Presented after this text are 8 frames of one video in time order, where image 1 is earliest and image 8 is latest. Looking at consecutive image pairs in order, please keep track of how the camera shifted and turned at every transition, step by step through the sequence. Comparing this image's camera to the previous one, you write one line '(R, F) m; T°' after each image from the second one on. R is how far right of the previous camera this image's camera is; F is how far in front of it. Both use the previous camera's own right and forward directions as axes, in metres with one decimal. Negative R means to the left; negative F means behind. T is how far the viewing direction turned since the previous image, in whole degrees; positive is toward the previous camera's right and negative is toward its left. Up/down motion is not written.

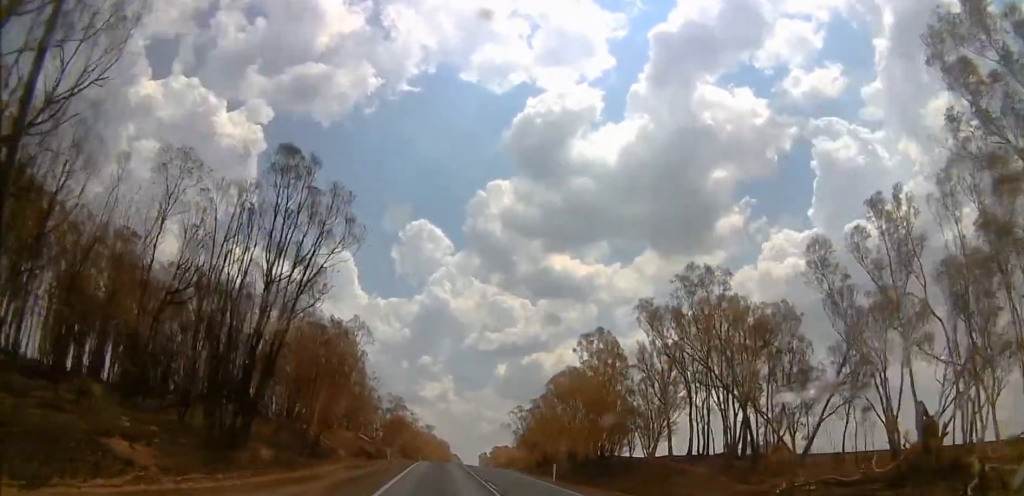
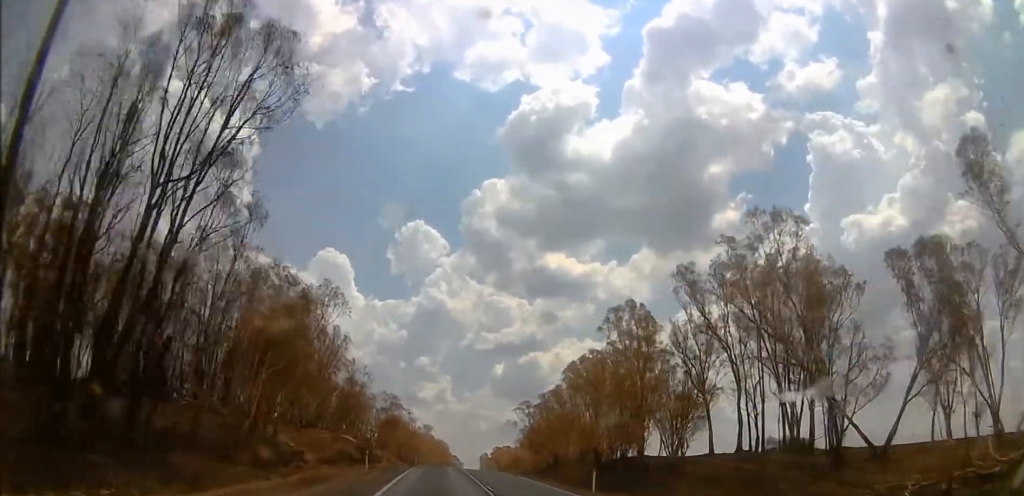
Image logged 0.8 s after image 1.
(+0.1, +12.1) m; 0°
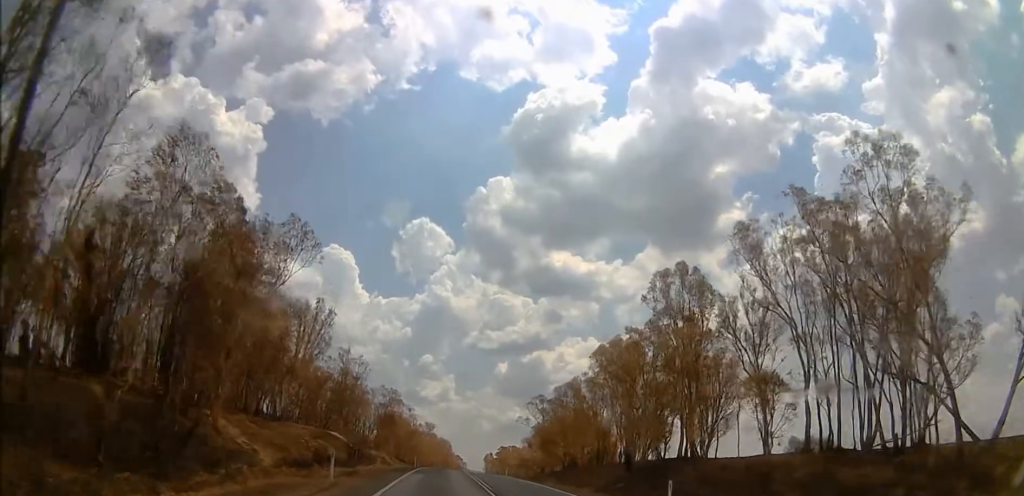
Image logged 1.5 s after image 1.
(+0.6, +10.7) m; 0°
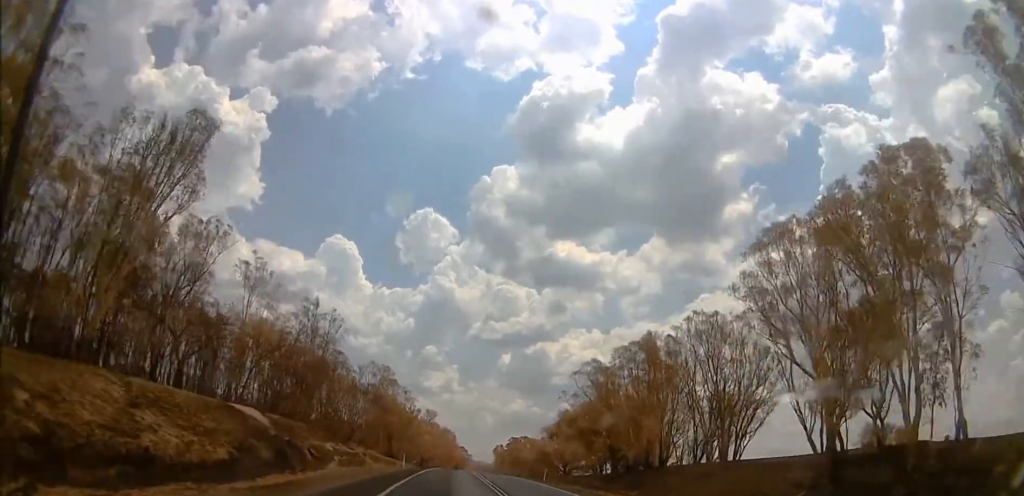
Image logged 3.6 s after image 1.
(0.0, +28.7) m; 0°
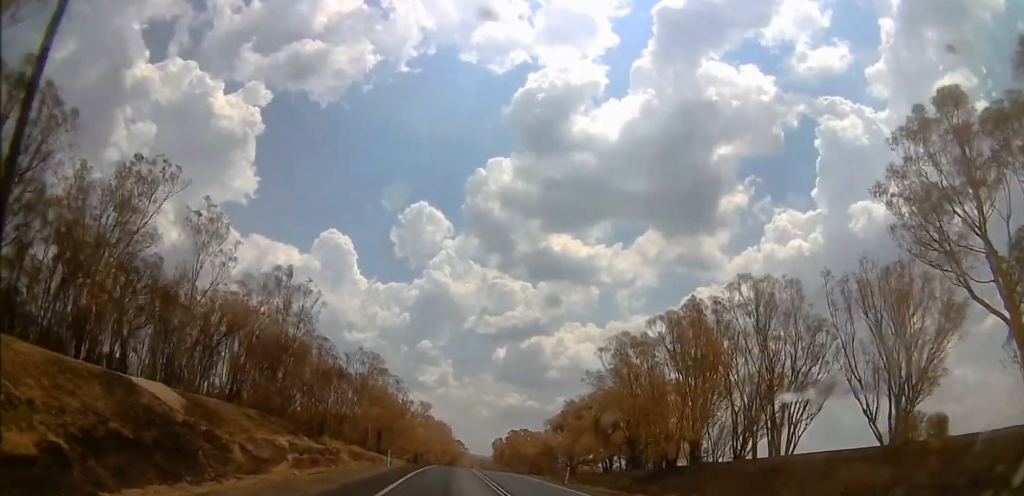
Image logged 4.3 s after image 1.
(-1.2, +10.7) m; 0°
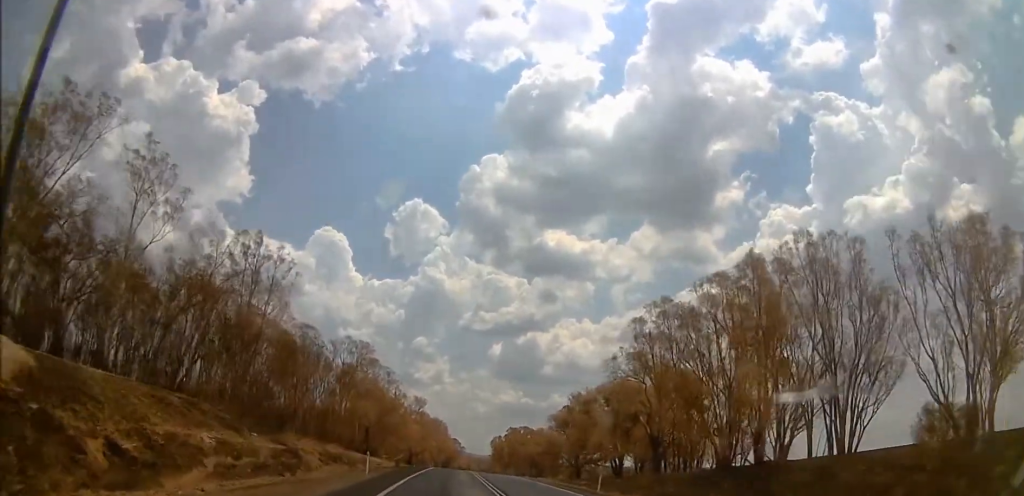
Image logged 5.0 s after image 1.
(+1.0, +9.3) m; 0°
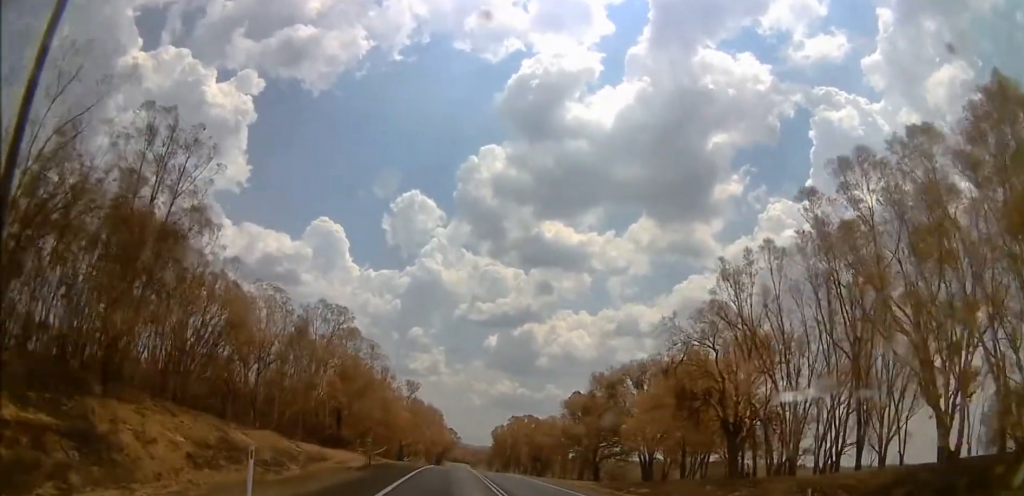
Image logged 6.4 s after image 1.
(-1.0, +18.8) m; 0°
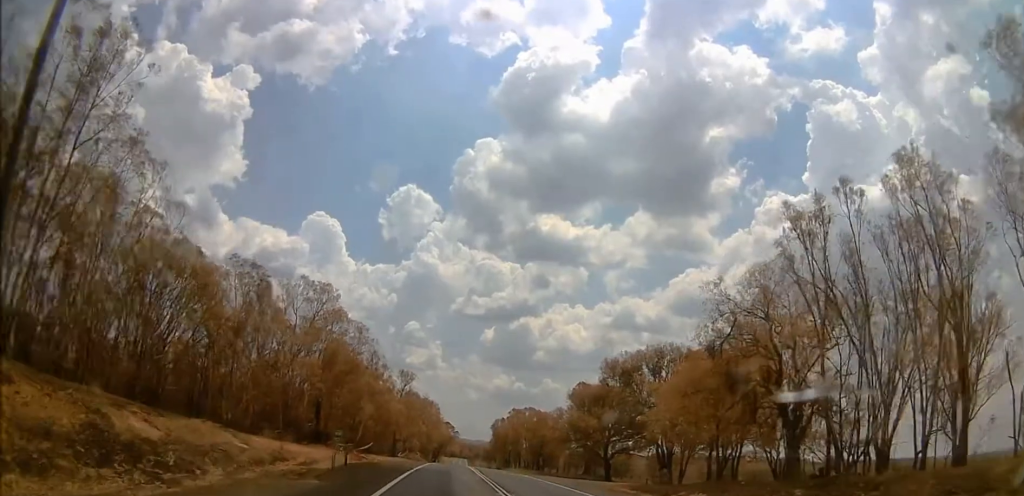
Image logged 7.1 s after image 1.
(+1.1, +9.2) m; 0°
